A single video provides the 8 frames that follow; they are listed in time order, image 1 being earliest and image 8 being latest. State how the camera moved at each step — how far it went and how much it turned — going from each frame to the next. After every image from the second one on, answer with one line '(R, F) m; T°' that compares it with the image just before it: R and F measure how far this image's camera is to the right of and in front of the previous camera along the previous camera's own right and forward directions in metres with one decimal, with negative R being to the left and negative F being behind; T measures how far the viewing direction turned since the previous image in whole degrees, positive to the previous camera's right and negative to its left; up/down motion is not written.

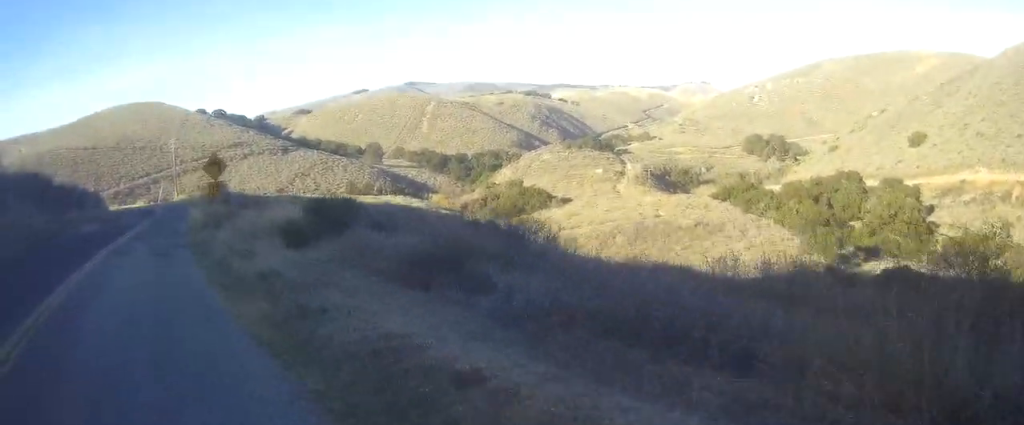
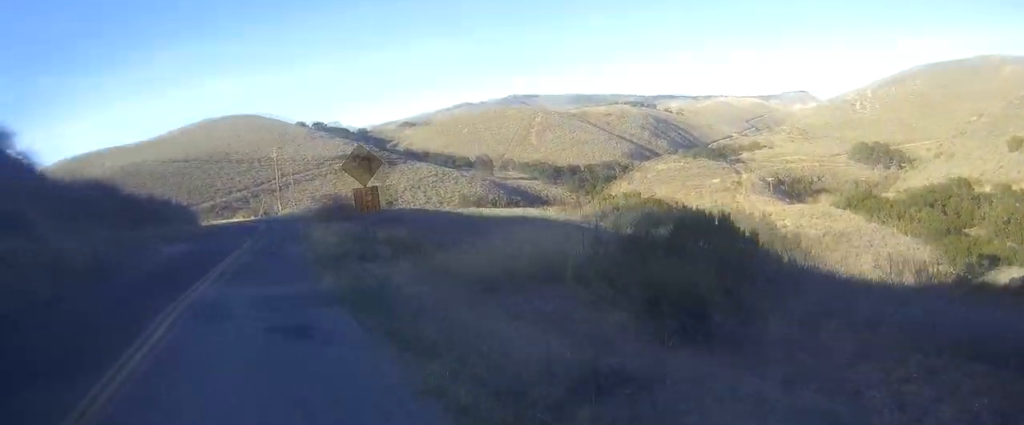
(+0.2, +9.9) m; +2°
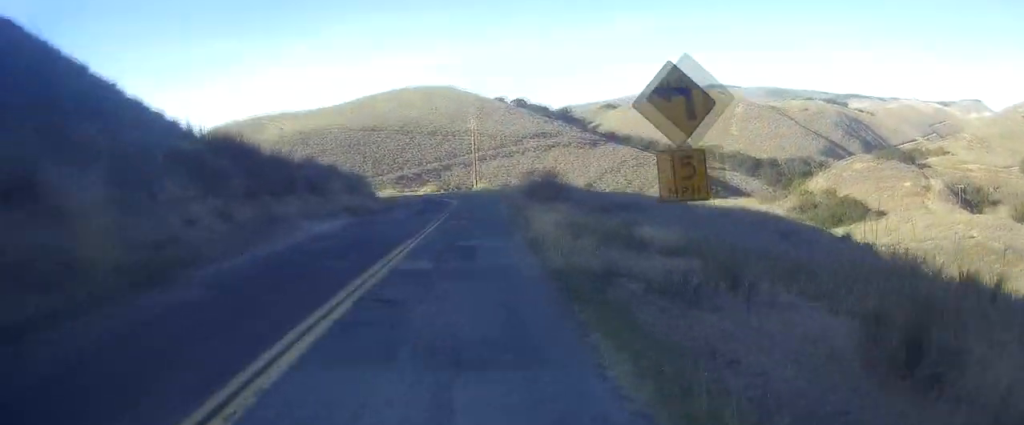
(+0.2, +9.2) m; 0°
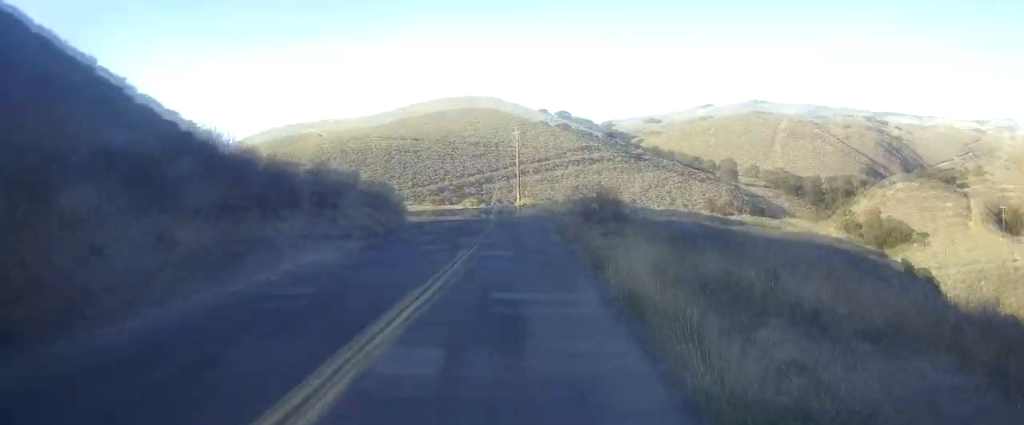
(+0.1, +6.5) m; 0°
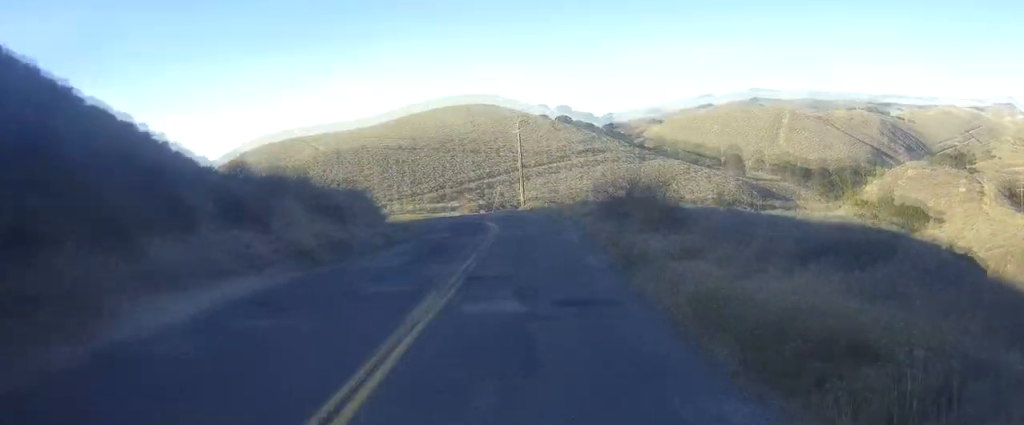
(-0.2, +9.0) m; 0°
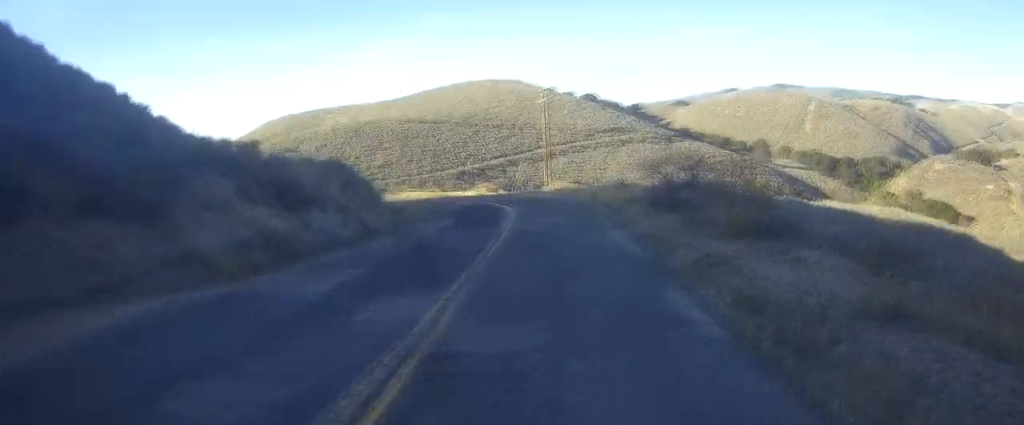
(0.0, +7.1) m; 0°
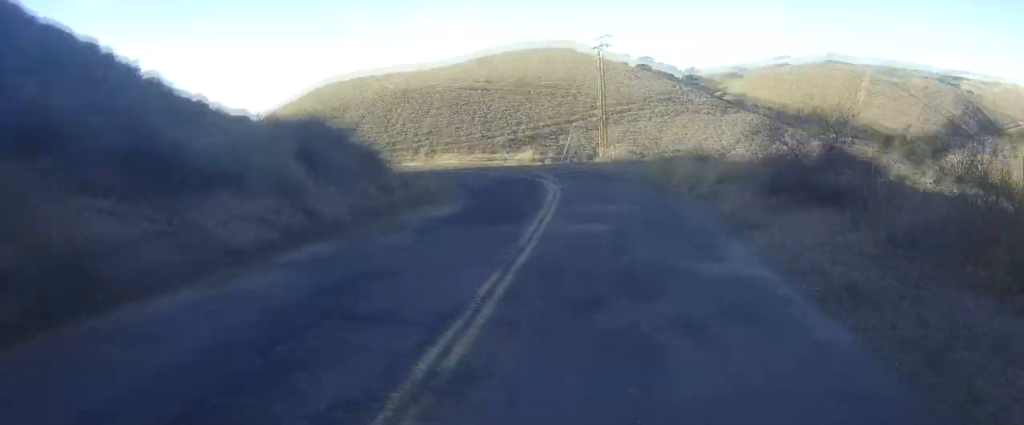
(+0.1, +8.4) m; +1°
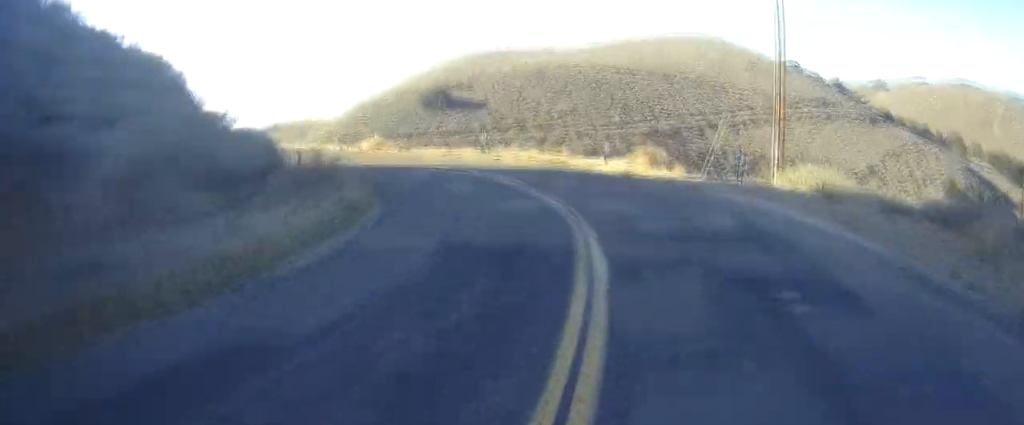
(-1.1, +23.5) m; -10°
